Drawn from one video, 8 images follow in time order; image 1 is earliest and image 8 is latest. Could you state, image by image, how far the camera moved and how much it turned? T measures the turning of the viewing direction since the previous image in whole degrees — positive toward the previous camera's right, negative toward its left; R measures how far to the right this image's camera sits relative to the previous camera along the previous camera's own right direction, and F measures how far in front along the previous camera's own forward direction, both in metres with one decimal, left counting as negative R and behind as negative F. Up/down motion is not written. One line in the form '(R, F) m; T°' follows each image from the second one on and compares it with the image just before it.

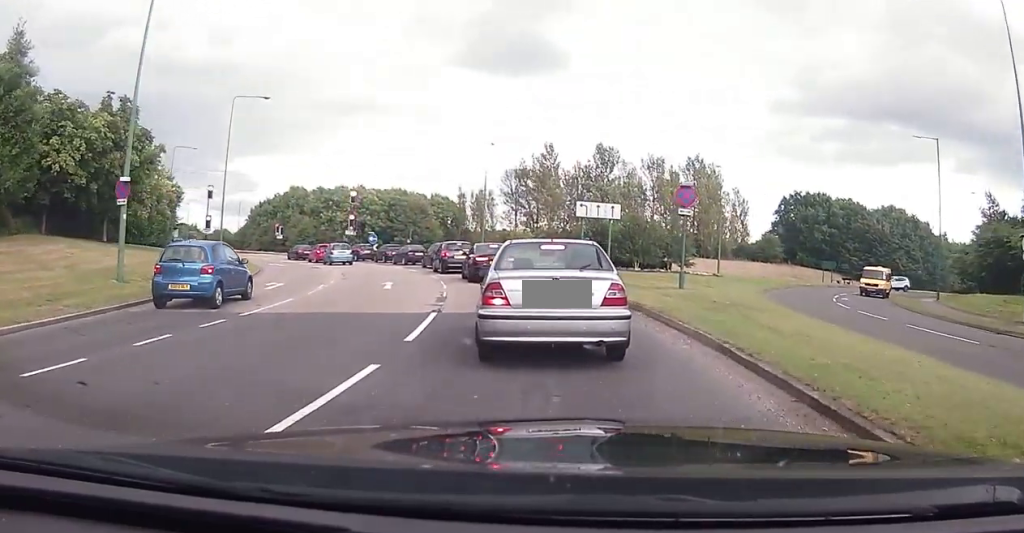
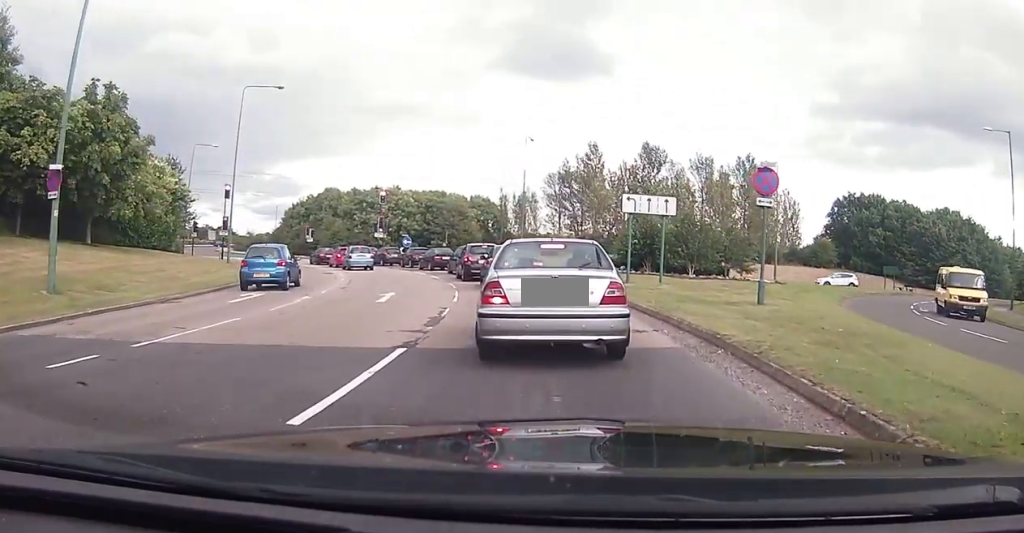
(0.0, +5.0) m; -4°
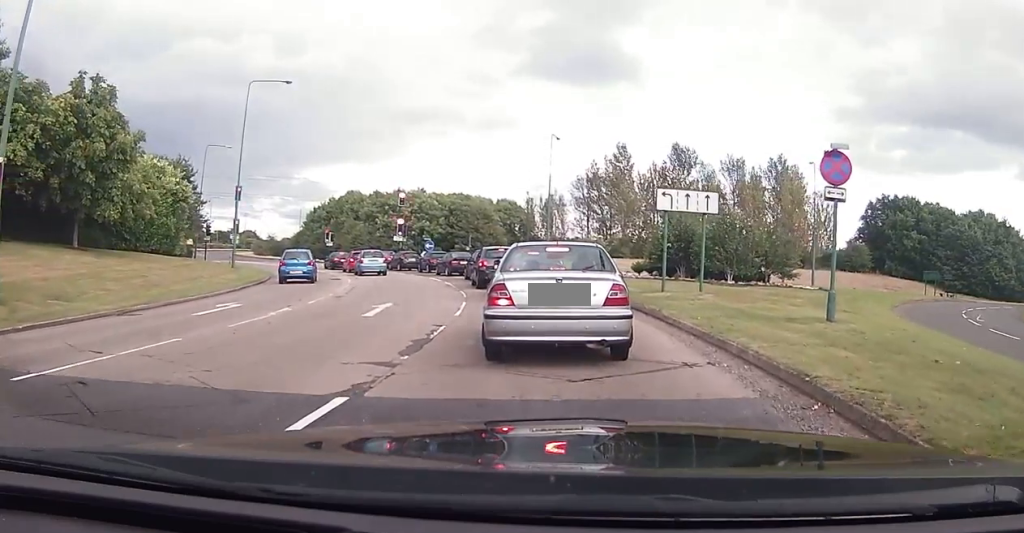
(-0.3, +3.3) m; -9°
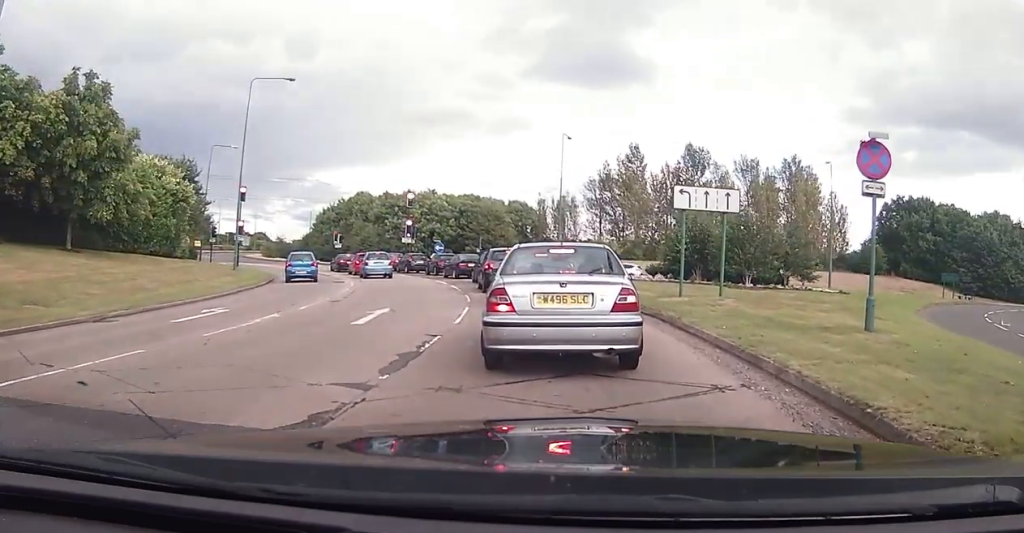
(-0.2, +1.3) m; -1°
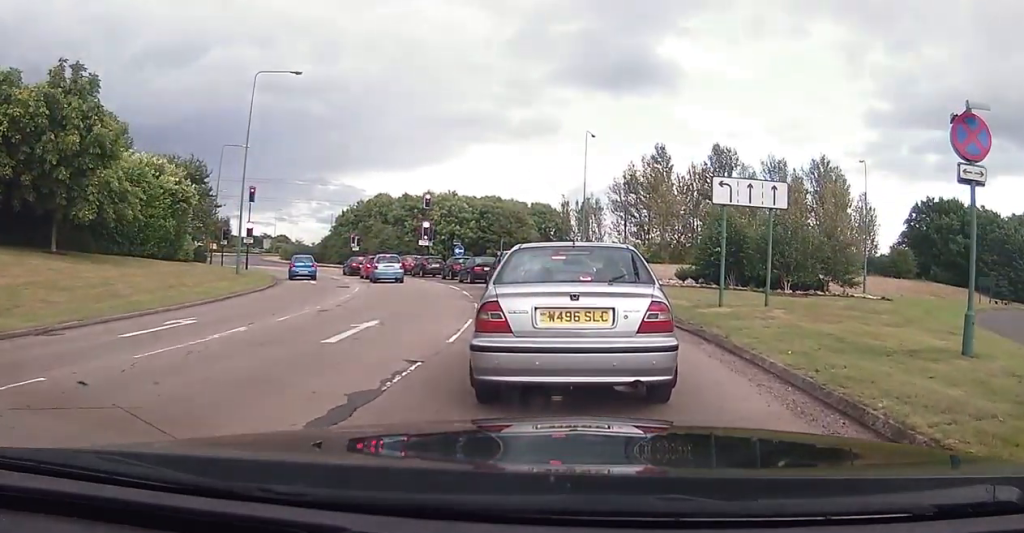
(+0.3, +2.3) m; 0°
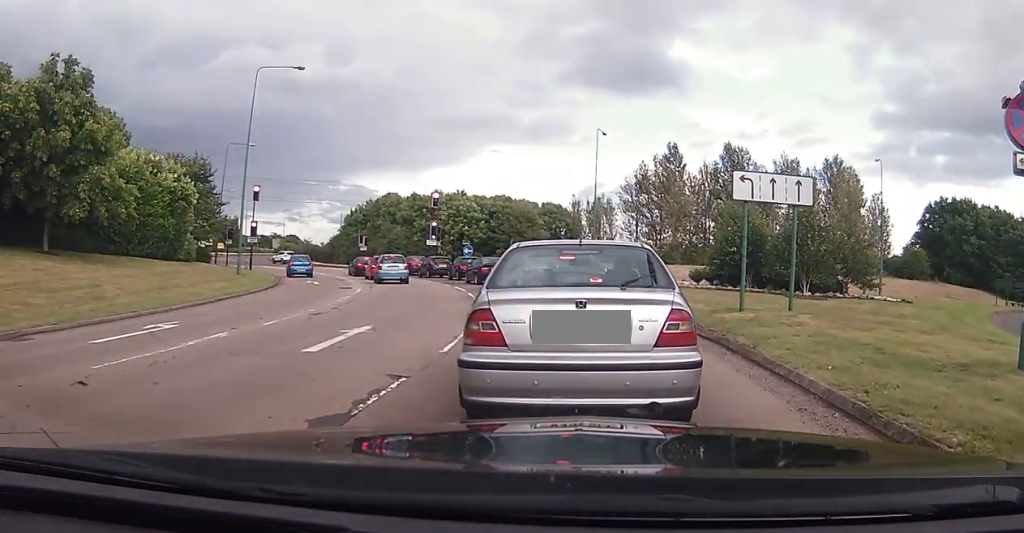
(-0.5, +1.1) m; 0°
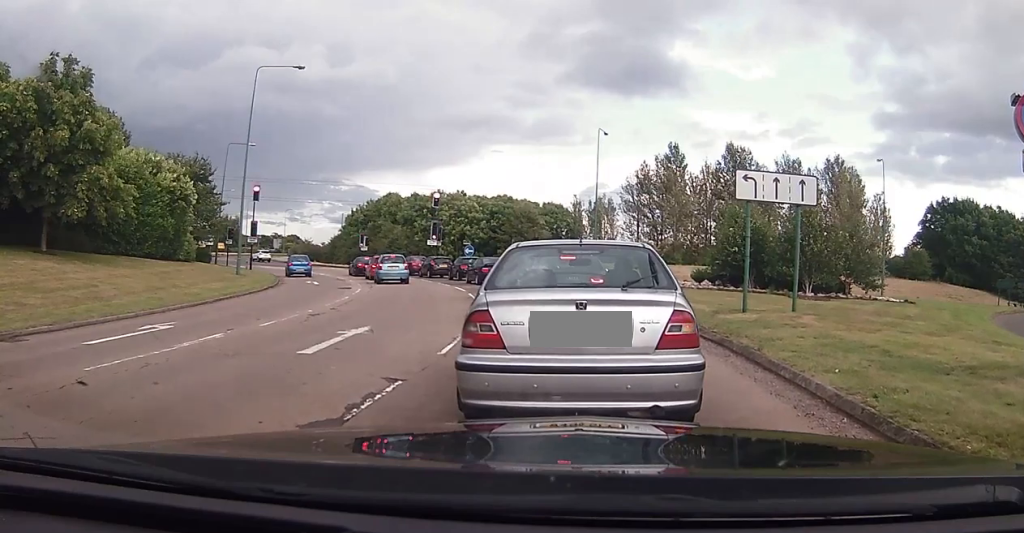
(+0.1, +0.3) m; 0°
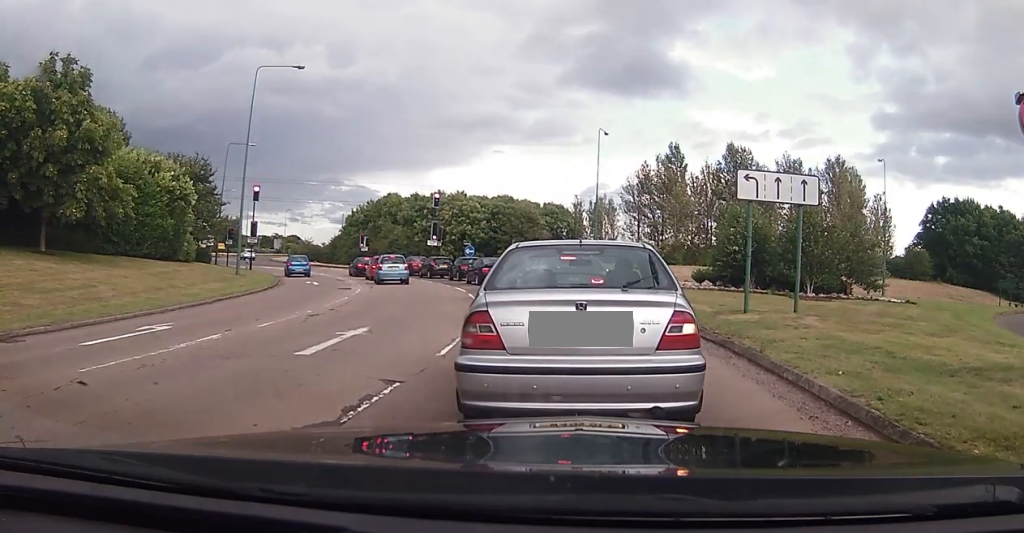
(0.0, +0.2) m; 0°
